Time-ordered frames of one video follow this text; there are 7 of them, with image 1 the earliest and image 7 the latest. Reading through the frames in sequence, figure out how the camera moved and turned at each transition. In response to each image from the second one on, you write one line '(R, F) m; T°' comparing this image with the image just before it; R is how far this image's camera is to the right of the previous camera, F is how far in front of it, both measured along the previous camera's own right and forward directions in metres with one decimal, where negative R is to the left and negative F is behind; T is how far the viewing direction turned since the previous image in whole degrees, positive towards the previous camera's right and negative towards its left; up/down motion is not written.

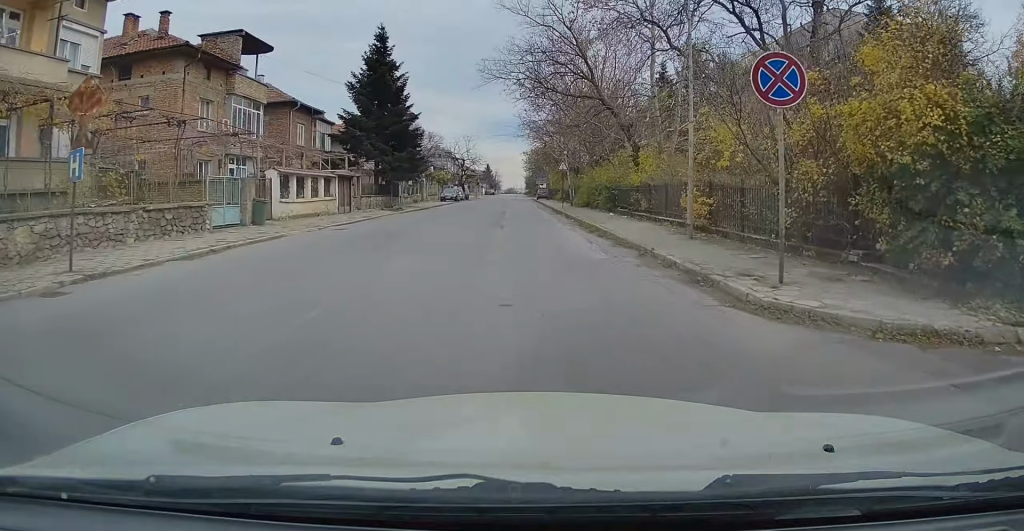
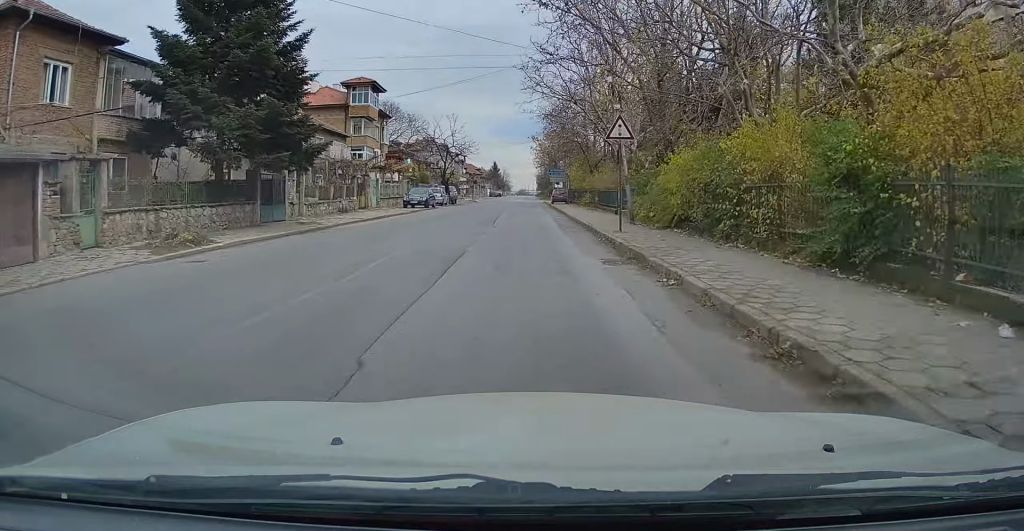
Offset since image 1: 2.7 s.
(-0.2, +25.3) m; -2°
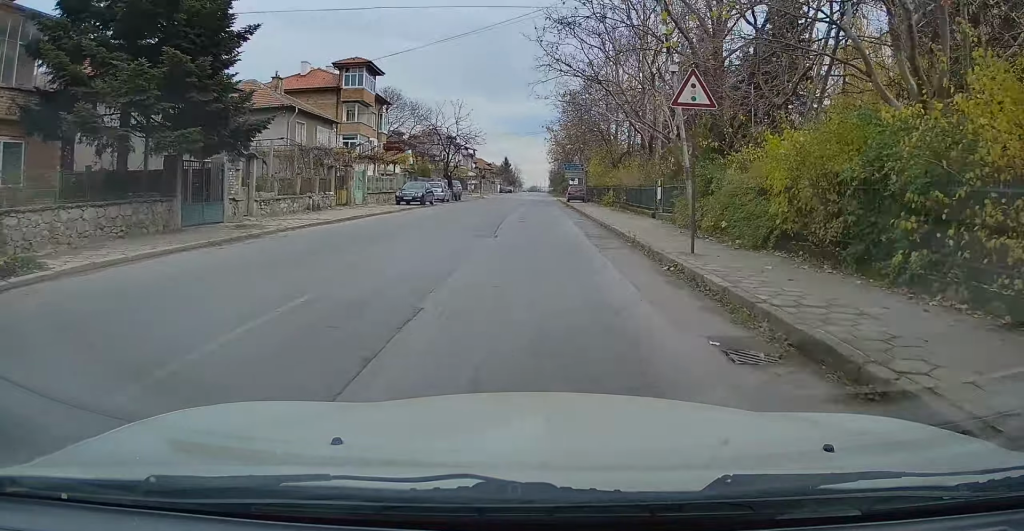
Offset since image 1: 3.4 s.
(0.0, +6.7) m; 0°
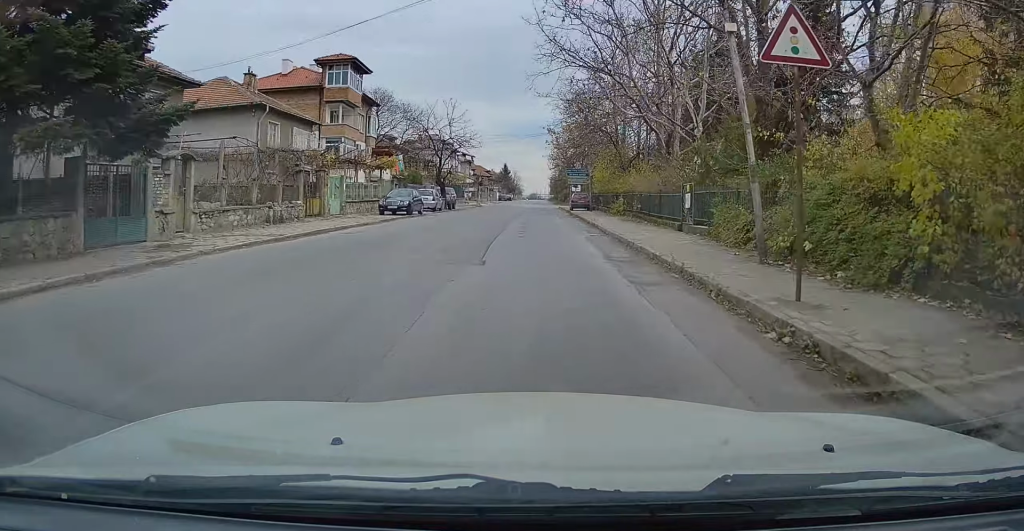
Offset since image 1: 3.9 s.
(0.0, +4.5) m; -1°
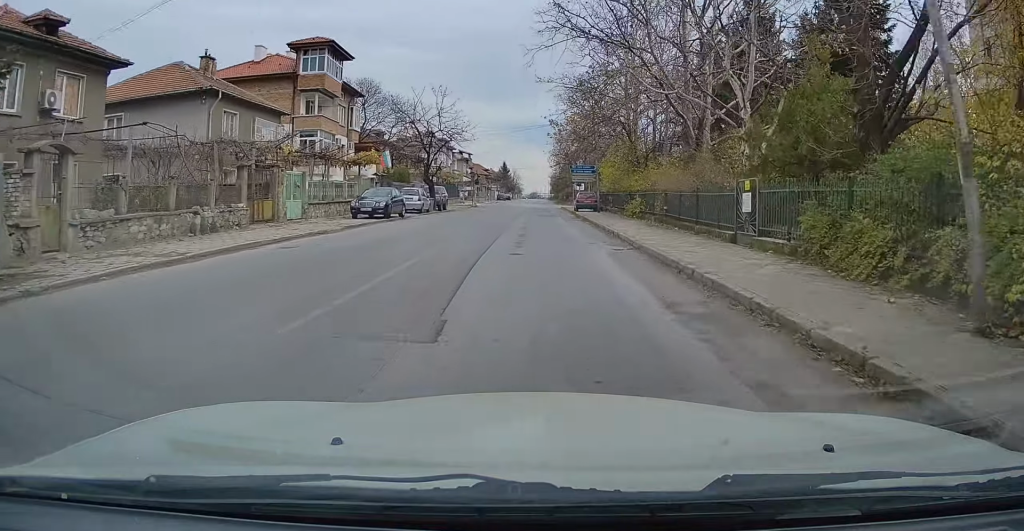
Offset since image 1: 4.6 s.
(0.0, +5.6) m; -1°
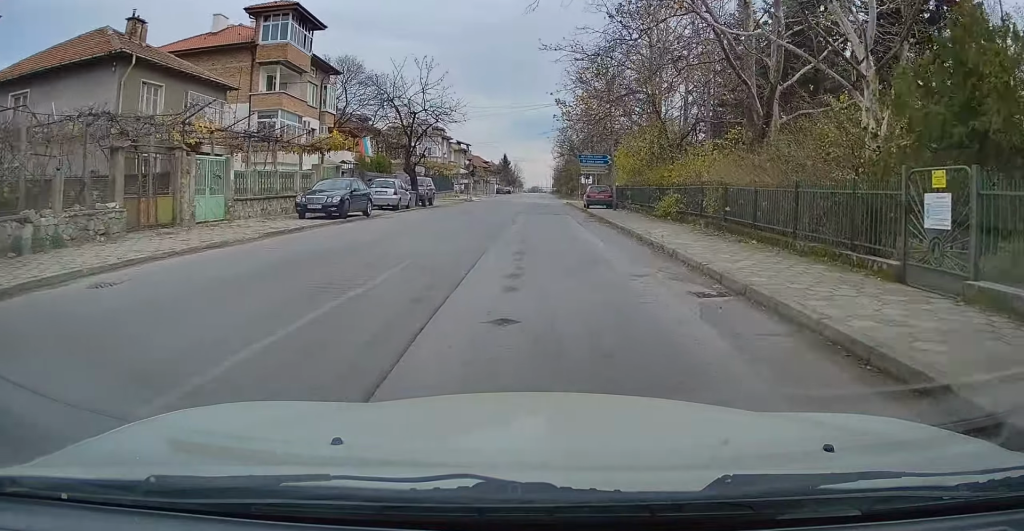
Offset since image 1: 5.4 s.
(-0.2, +7.5) m; -2°
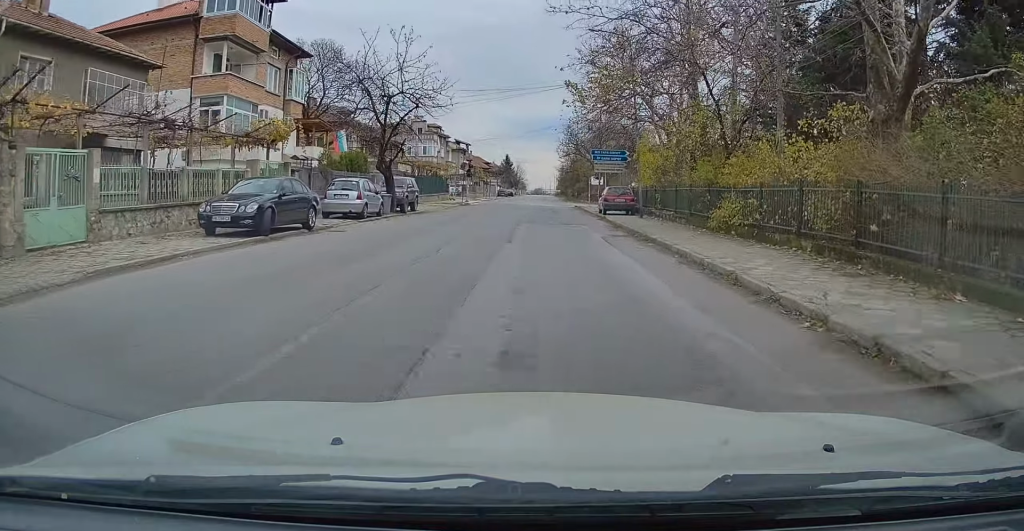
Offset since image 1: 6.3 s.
(0.0, +7.3) m; 0°
